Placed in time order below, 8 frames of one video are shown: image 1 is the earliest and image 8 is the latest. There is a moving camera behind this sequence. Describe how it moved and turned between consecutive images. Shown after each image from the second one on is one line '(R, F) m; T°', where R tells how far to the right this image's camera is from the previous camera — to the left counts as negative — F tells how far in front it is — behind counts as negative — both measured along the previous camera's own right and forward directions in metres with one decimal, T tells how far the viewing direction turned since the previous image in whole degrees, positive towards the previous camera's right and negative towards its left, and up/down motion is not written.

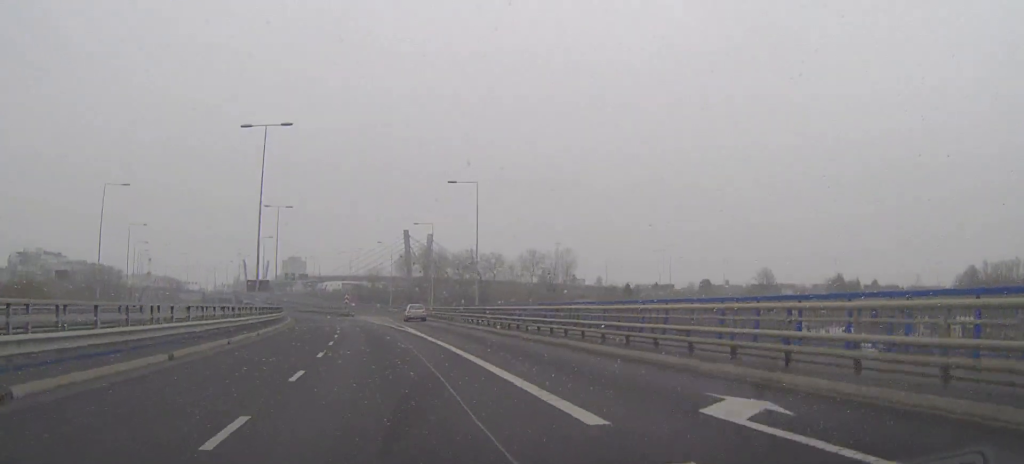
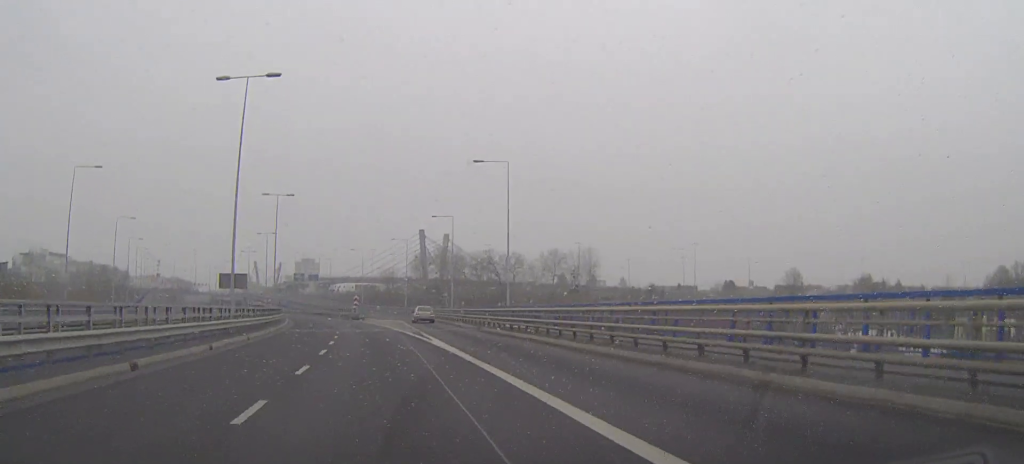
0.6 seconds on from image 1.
(-0.2, +10.5) m; -1°
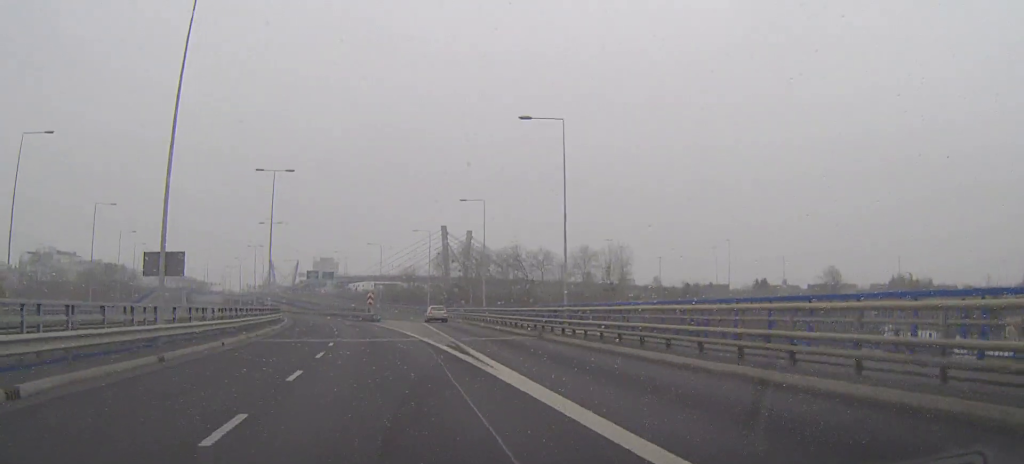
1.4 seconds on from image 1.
(-0.2, +13.1) m; -2°
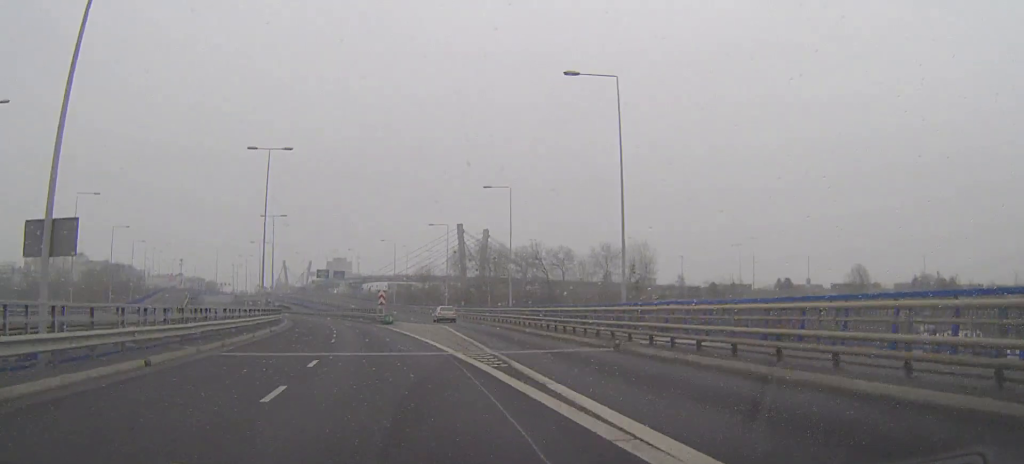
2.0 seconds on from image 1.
(0.0, +8.5) m; -1°
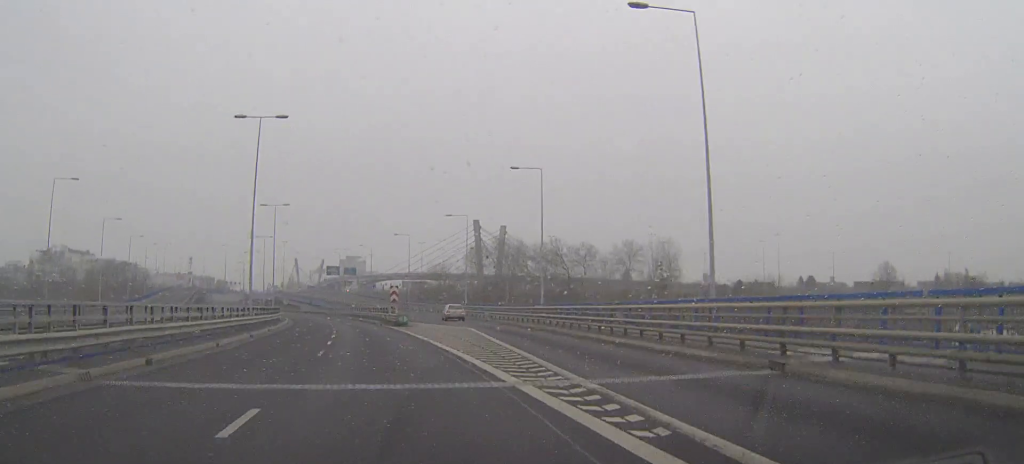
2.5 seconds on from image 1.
(-0.1, +8.5) m; -1°
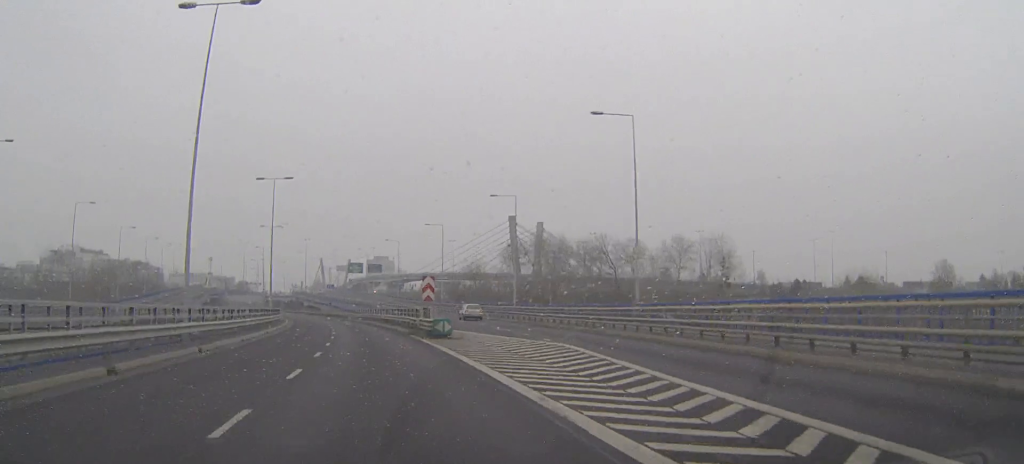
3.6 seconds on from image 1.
(-0.4, +18.2) m; -2°
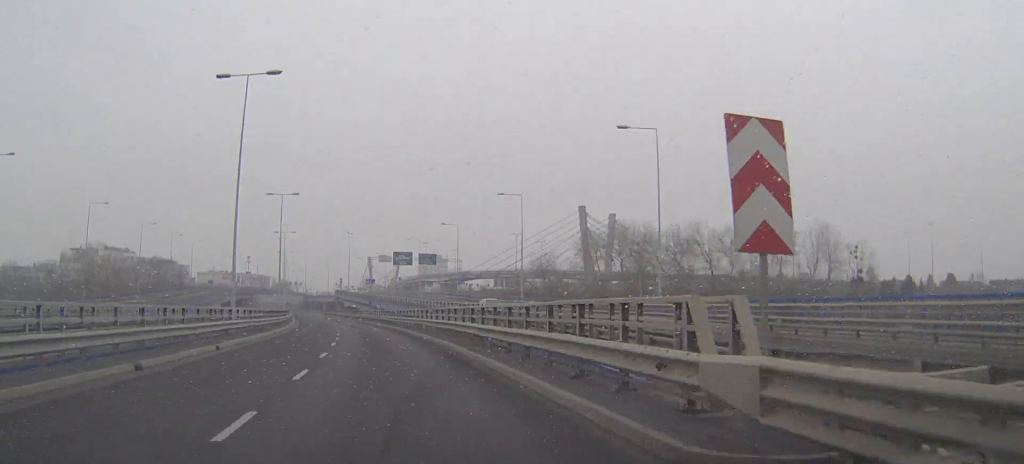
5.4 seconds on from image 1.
(-1.1, +30.1) m; -4°
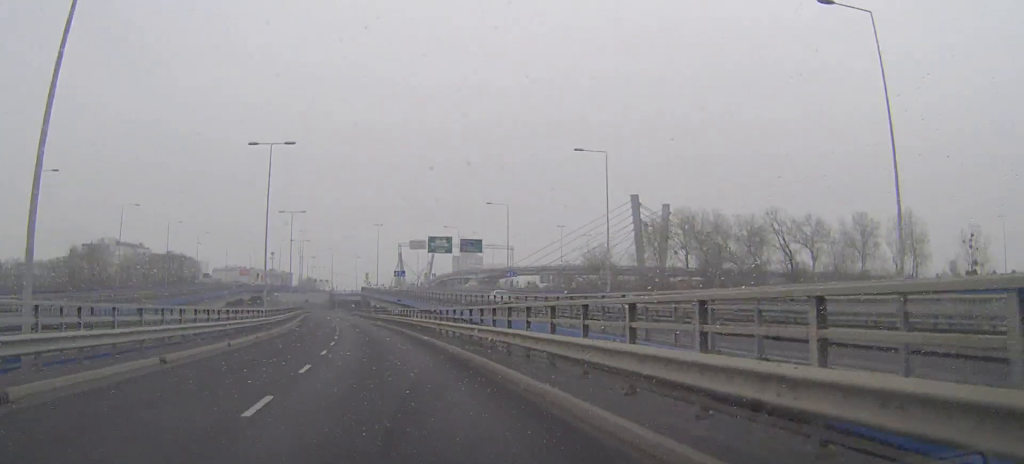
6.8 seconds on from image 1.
(-0.5, +21.9) m; -2°
